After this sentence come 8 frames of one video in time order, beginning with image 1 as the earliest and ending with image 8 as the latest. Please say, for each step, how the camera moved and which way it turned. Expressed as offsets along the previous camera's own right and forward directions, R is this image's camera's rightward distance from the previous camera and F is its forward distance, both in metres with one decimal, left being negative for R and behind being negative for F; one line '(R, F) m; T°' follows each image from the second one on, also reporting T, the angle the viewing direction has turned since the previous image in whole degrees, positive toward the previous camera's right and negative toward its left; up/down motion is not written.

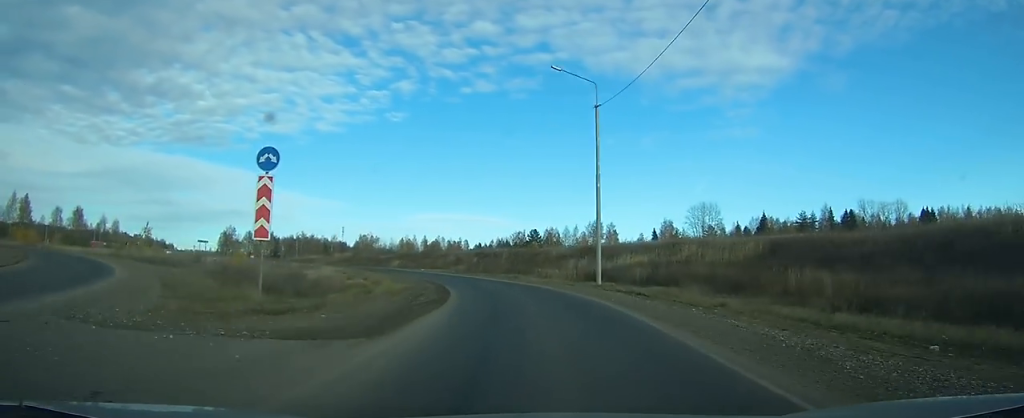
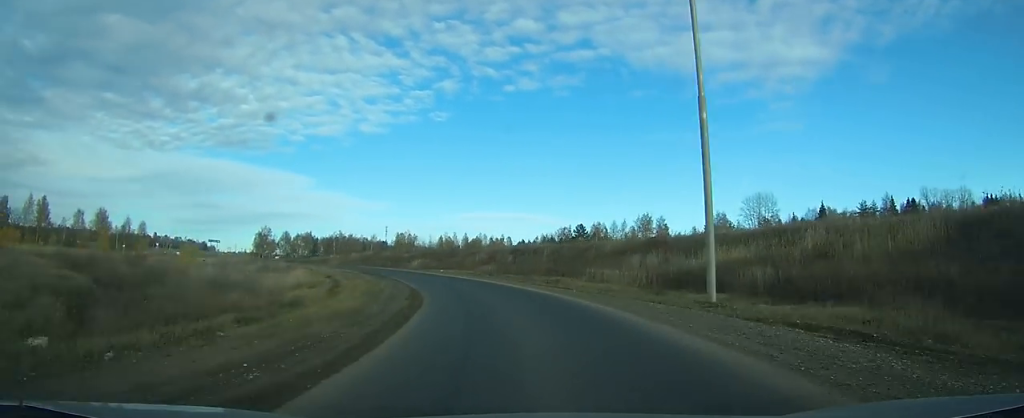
(+0.2, +14.5) m; -2°
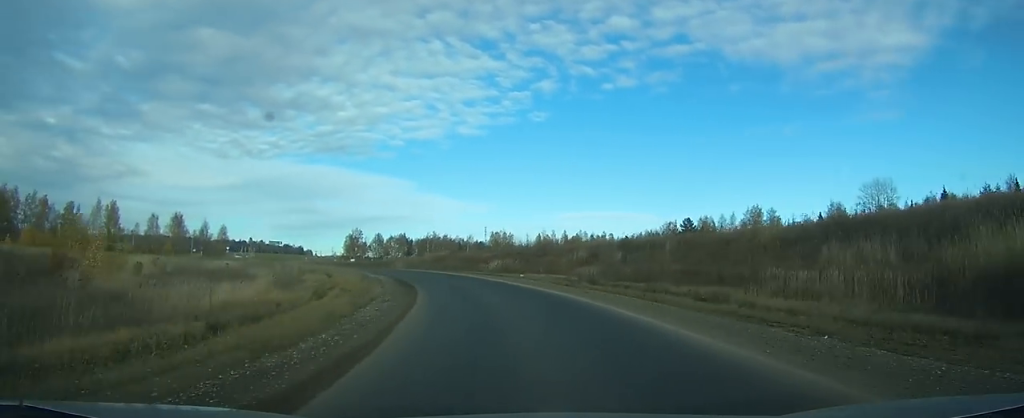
(-0.5, +17.1) m; -5°
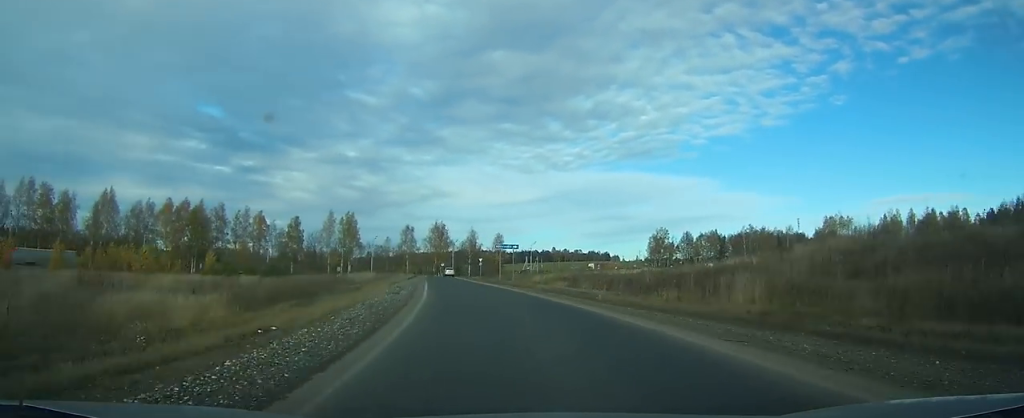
(-7.9, +47.0) m; -26°
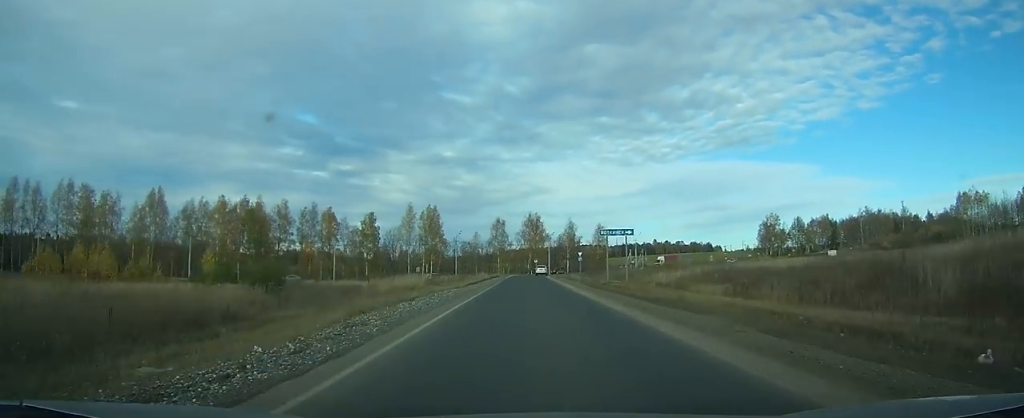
(-3.1, +19.4) m; -10°
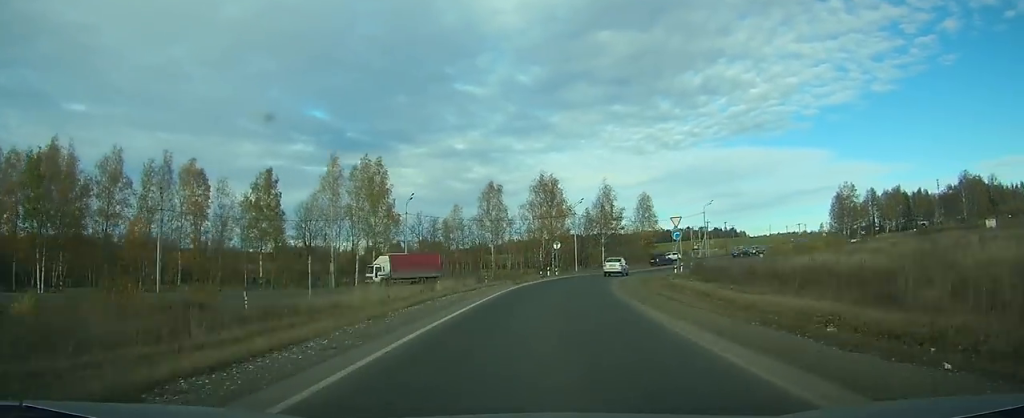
(-10.7, +59.6) m; -13°
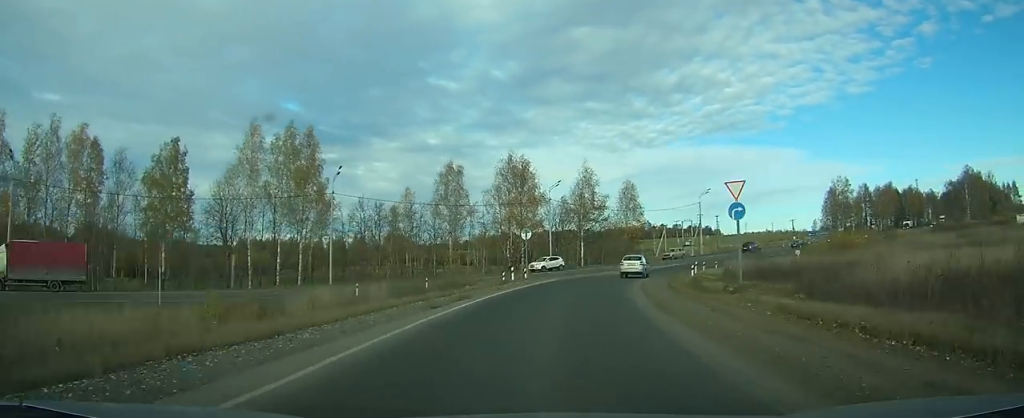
(0.0, +17.5) m; +1°
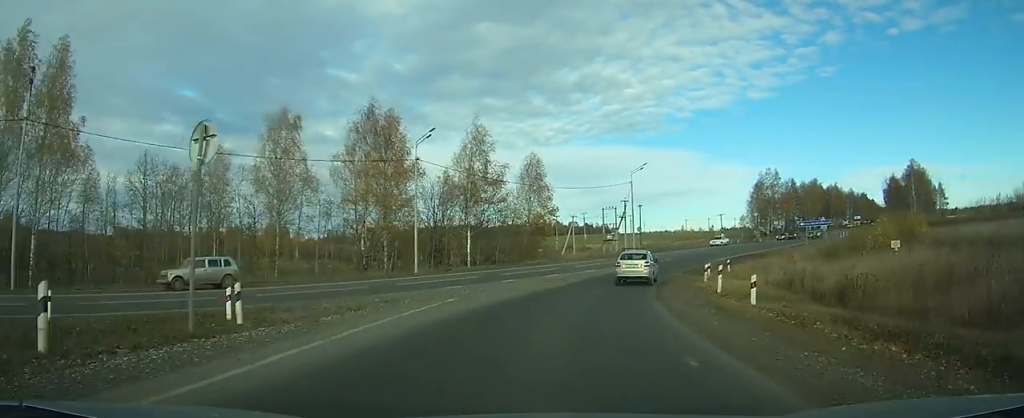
(+0.9, +29.2) m; +6°
